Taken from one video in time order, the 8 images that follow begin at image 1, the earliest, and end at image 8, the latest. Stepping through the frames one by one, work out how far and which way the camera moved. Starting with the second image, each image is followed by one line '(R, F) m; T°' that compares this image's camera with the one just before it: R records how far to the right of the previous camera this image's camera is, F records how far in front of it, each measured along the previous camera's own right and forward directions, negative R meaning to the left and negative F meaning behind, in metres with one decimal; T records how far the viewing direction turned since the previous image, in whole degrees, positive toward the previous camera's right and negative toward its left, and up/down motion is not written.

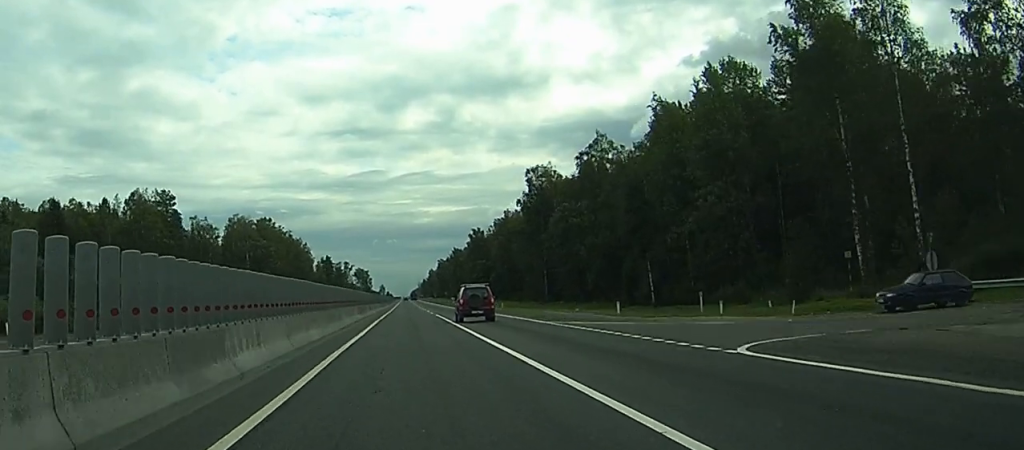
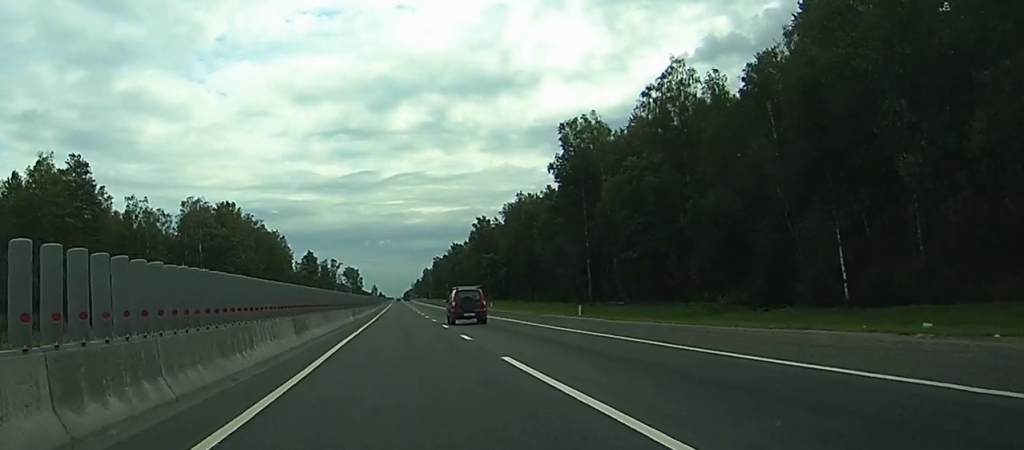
(+0.1, +44.8) m; 0°
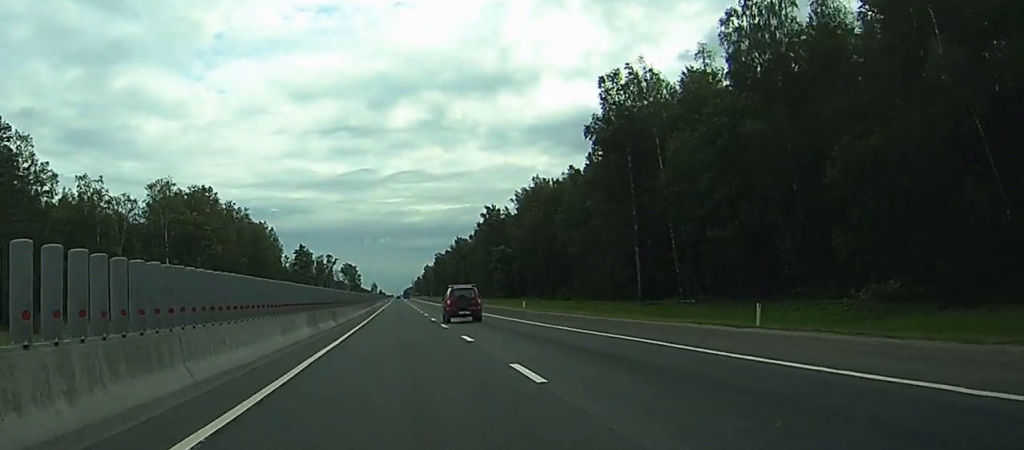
(+0.1, +26.0) m; 0°
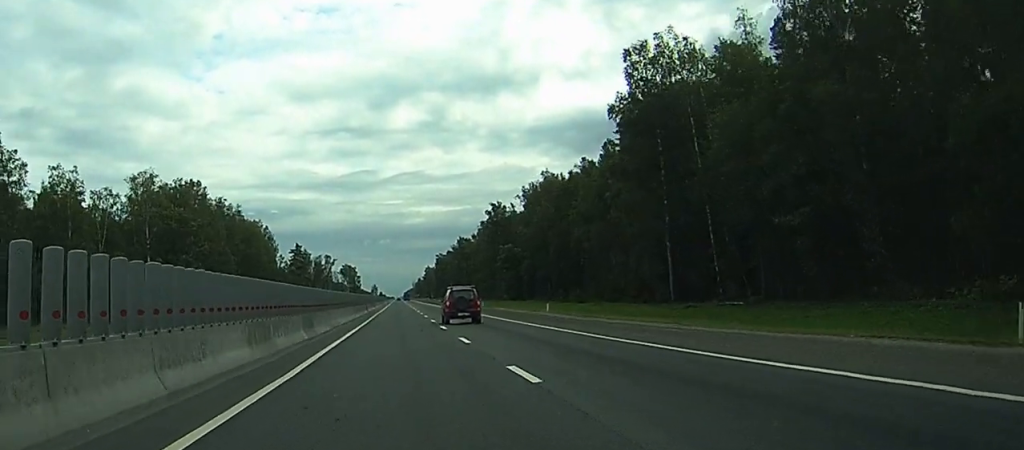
(0.0, +11.7) m; 0°
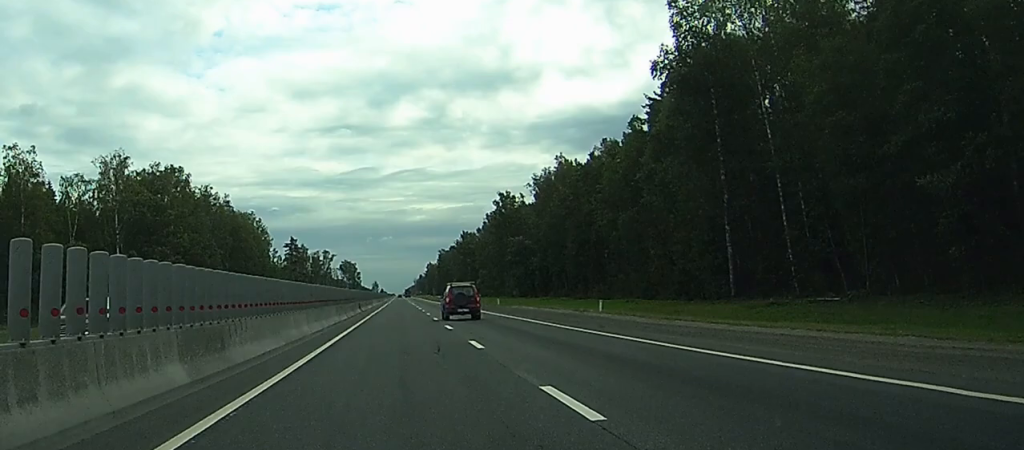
(0.0, +15.9) m; 0°
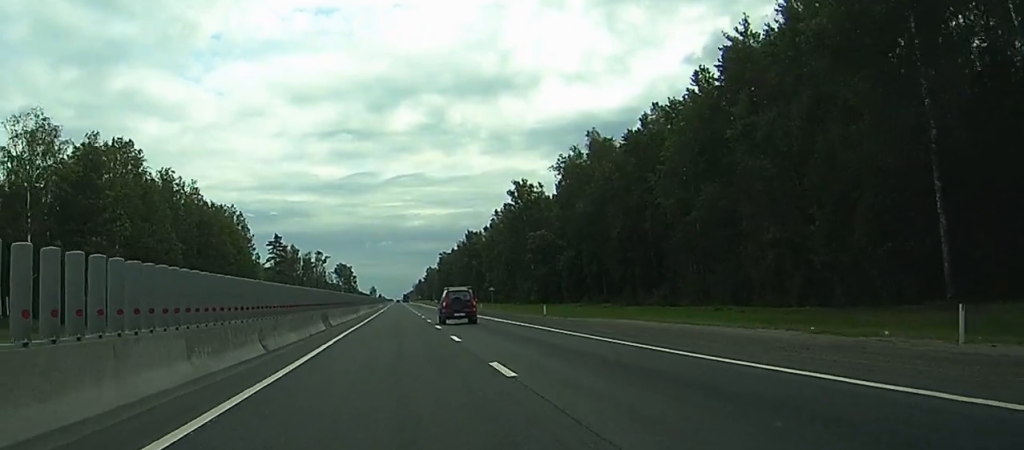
(0.0, +30.1) m; 0°
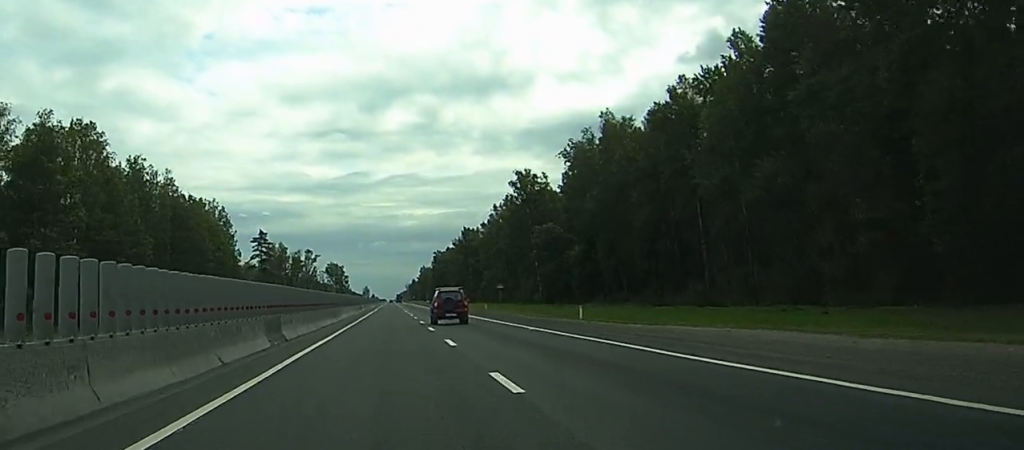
(0.0, +14.2) m; 0°
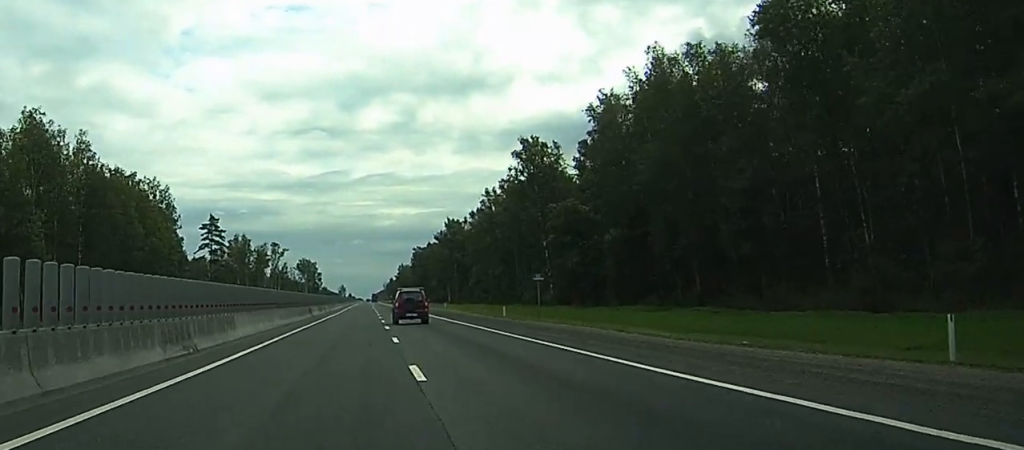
(+0.4, +33.6) m; +6°
